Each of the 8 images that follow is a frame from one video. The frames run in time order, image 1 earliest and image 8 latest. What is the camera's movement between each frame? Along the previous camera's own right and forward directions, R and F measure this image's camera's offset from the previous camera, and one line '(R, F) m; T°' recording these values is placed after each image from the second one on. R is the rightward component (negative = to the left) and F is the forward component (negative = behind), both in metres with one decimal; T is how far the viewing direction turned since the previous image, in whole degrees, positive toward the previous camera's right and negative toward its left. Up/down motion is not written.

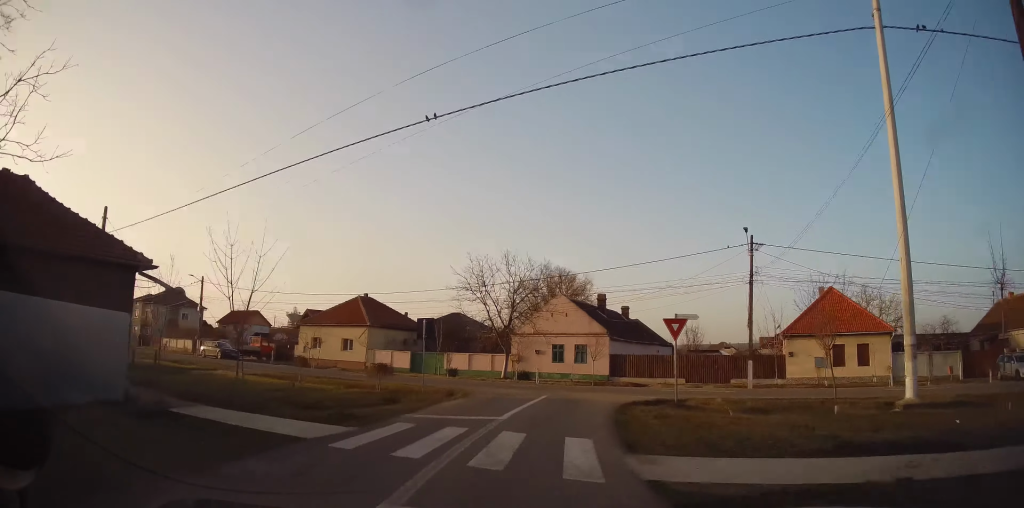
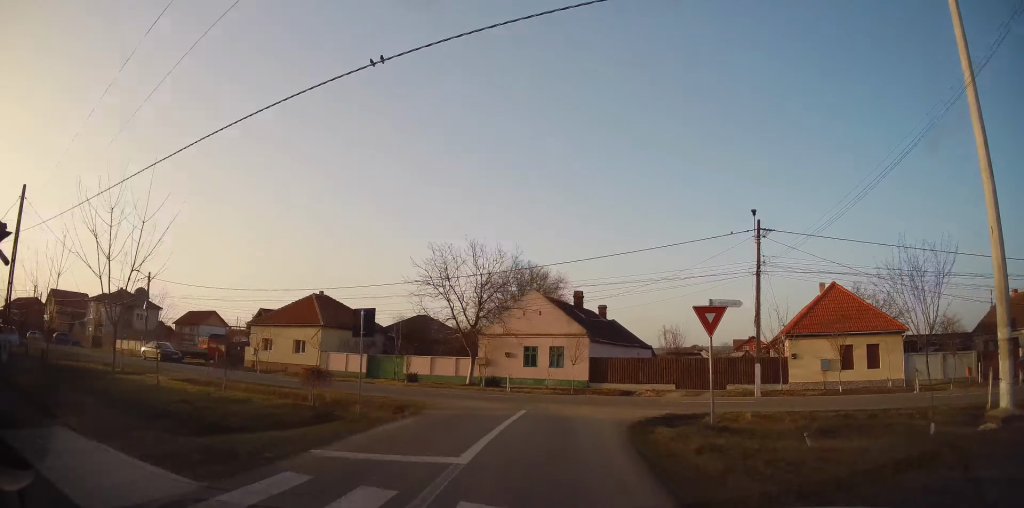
(+0.2, +5.0) m; +3°
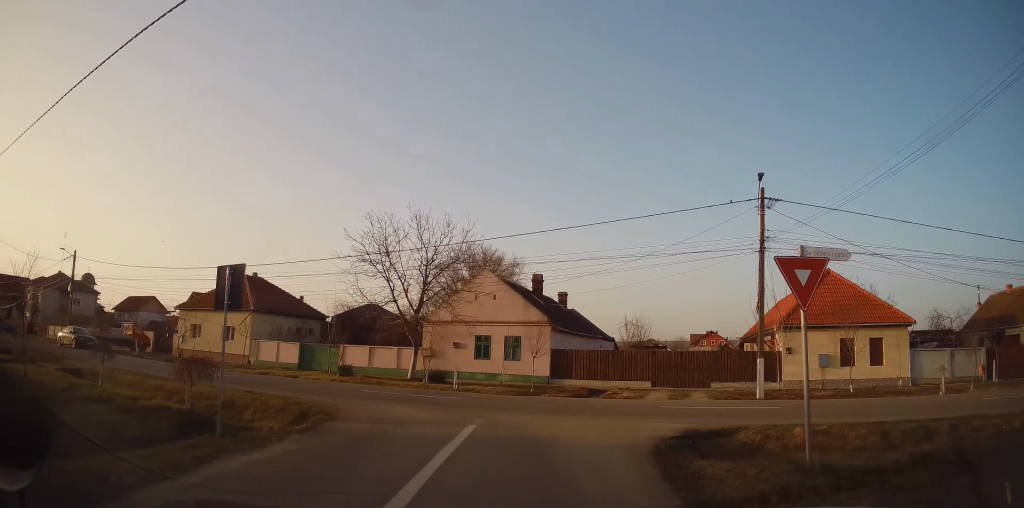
(-0.1, +5.4) m; +2°
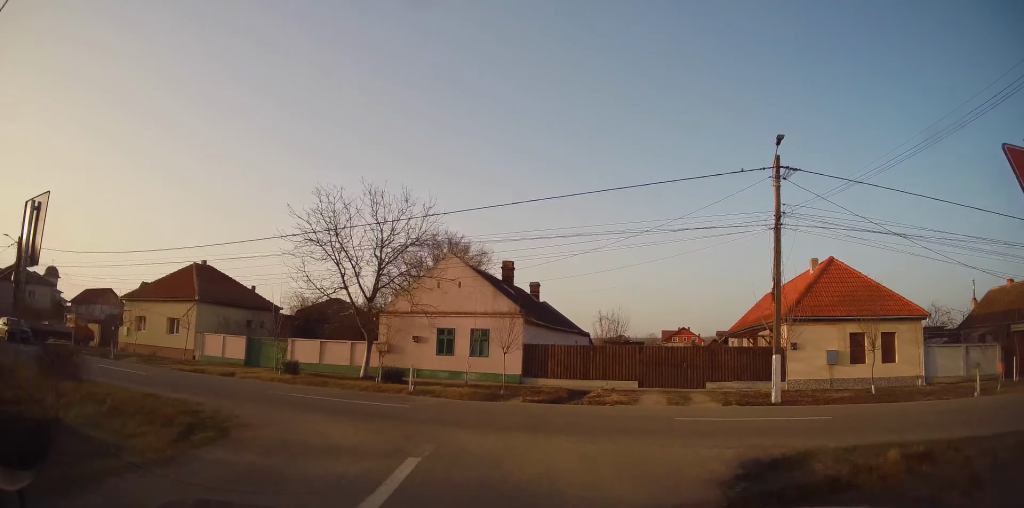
(+0.2, +4.1) m; +4°
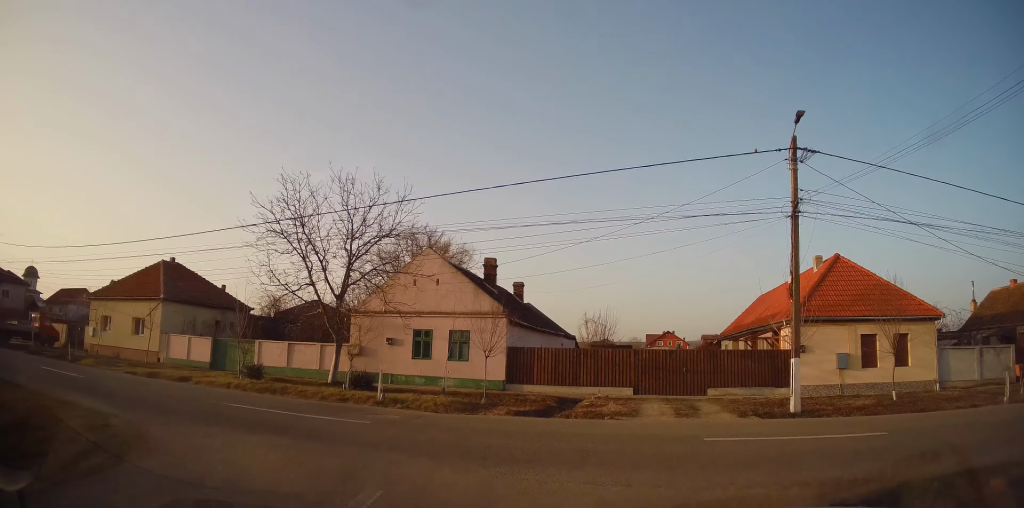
(+0.1, +2.9) m; +4°
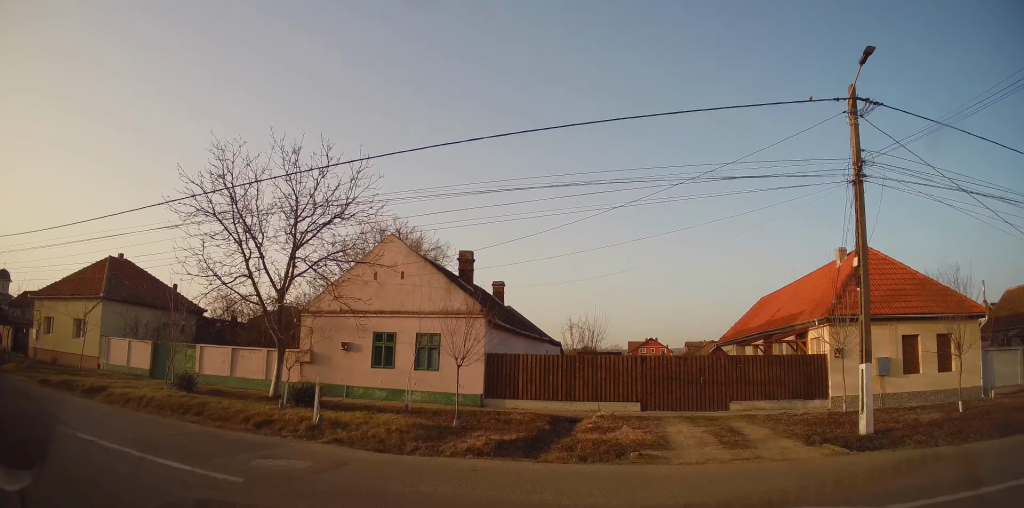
(+0.5, +6.1) m; 0°
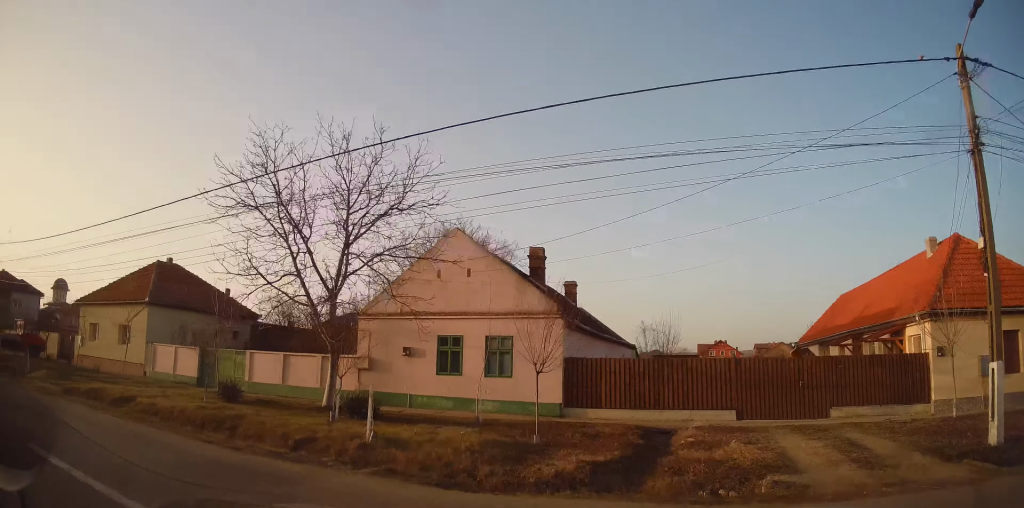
(-0.2, +2.5) m; -7°
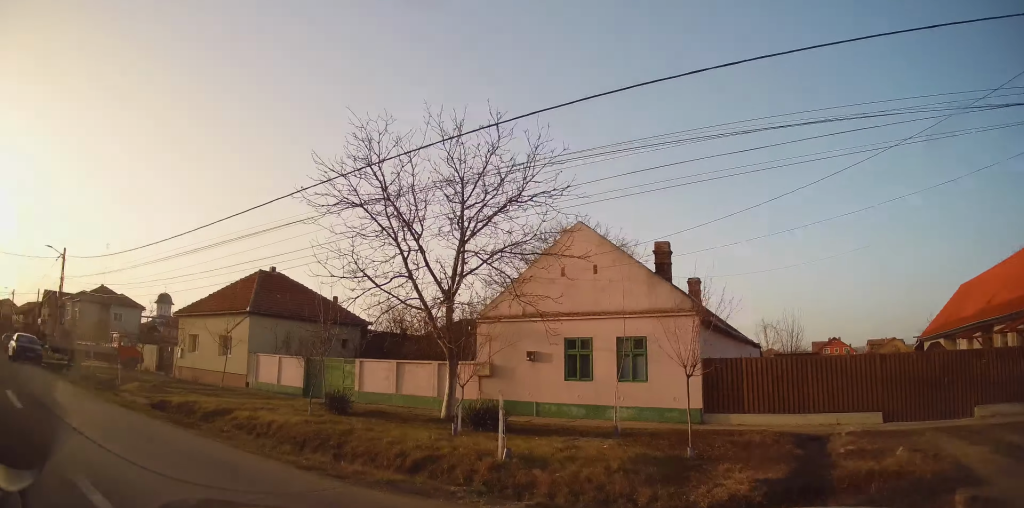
(-0.1, +1.7) m; -8°
